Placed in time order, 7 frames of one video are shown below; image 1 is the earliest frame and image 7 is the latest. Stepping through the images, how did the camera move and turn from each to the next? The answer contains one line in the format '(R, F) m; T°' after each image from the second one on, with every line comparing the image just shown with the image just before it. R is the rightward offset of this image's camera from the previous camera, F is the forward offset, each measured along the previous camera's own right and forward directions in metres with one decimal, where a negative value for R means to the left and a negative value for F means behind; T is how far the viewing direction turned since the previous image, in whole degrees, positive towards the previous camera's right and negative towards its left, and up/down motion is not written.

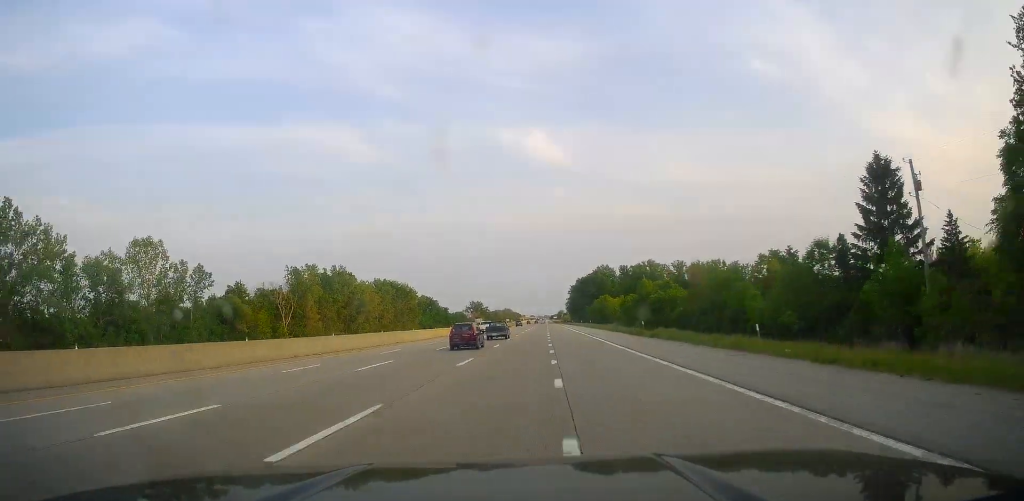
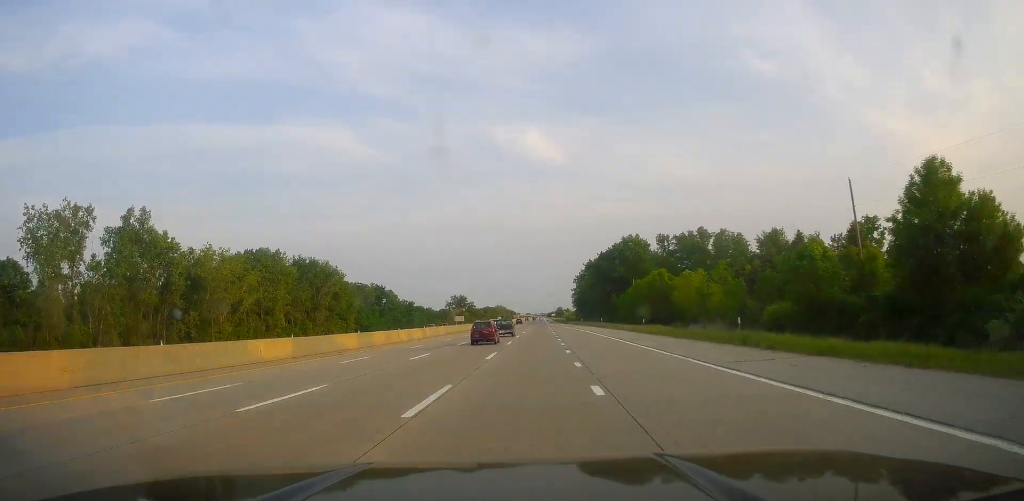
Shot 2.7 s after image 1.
(+1.3, +86.7) m; +1°
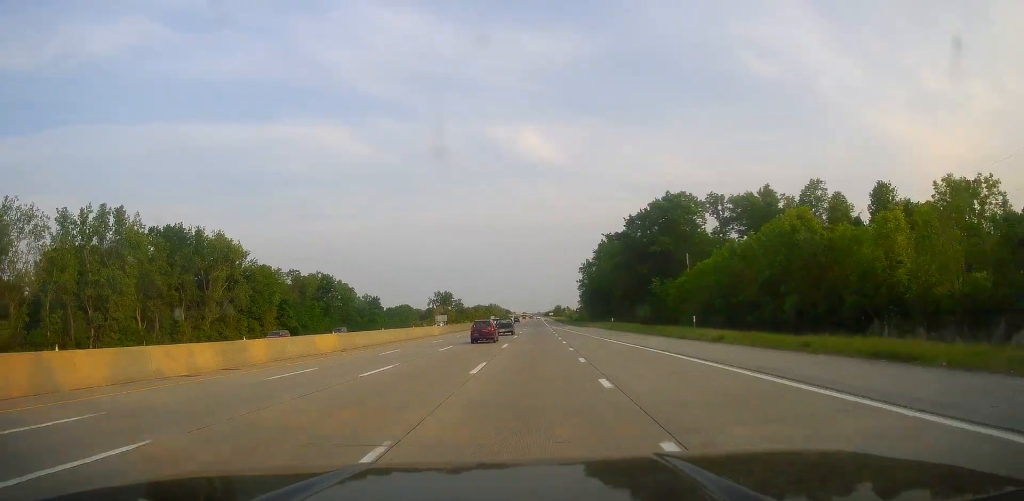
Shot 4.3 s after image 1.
(-1.1, +52.6) m; -2°
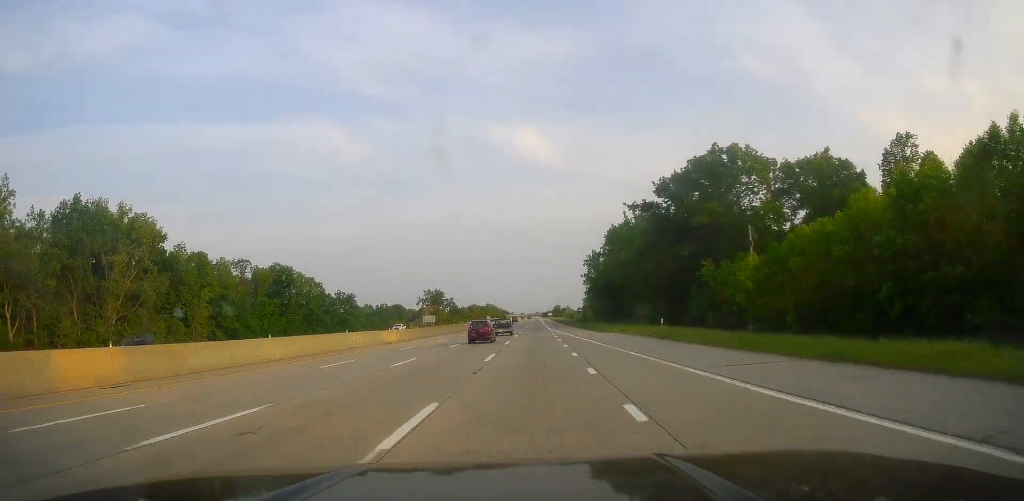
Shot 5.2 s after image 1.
(+0.3, +27.2) m; +1°
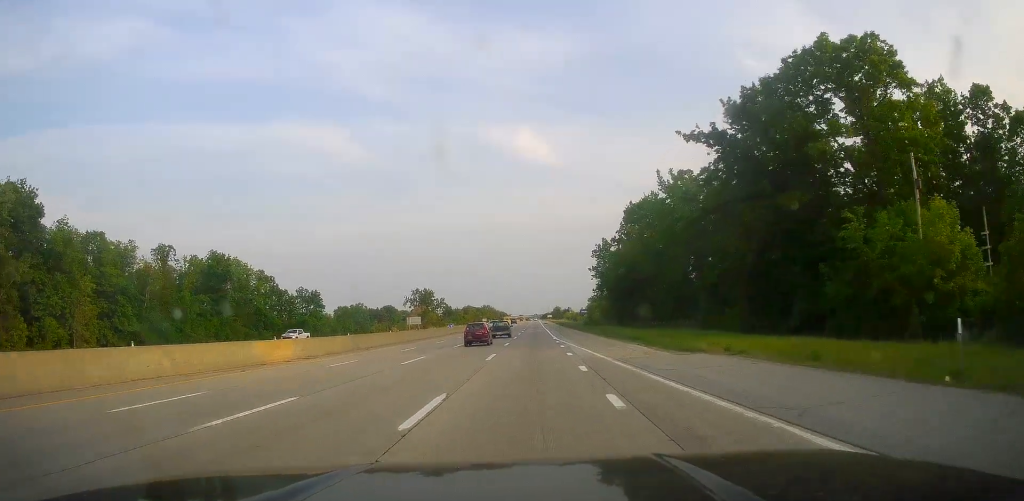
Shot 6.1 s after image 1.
(+0.3, +29.6) m; 0°
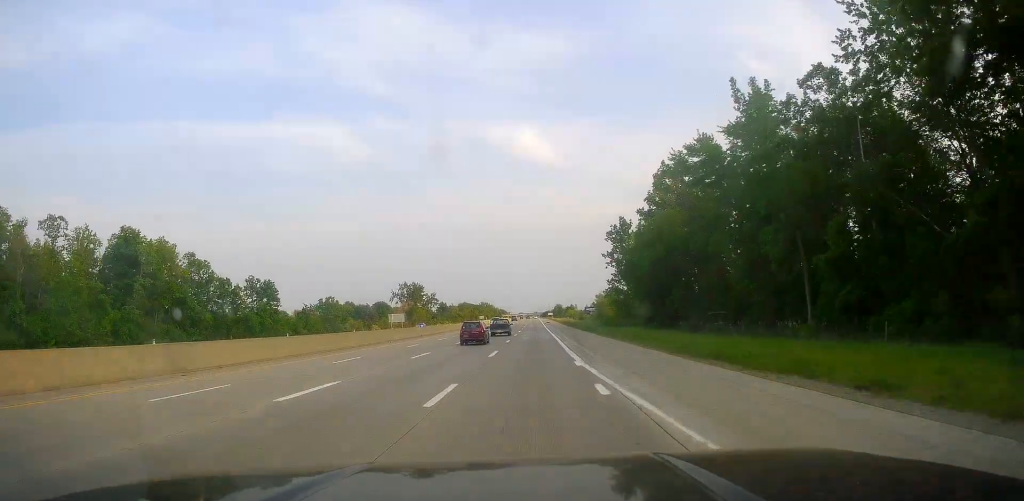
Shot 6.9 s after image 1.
(-0.1, +28.6) m; -1°
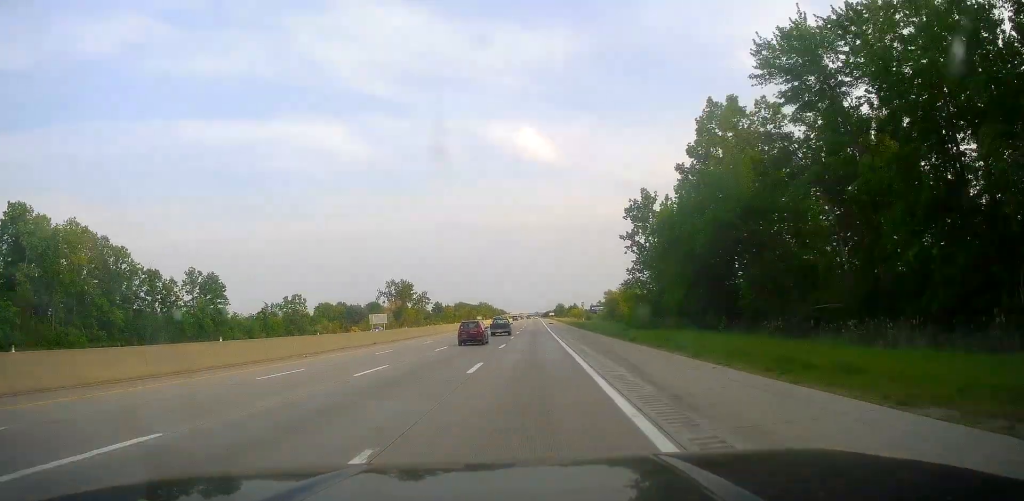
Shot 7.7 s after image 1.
(-0.2, +24.3) m; 0°
